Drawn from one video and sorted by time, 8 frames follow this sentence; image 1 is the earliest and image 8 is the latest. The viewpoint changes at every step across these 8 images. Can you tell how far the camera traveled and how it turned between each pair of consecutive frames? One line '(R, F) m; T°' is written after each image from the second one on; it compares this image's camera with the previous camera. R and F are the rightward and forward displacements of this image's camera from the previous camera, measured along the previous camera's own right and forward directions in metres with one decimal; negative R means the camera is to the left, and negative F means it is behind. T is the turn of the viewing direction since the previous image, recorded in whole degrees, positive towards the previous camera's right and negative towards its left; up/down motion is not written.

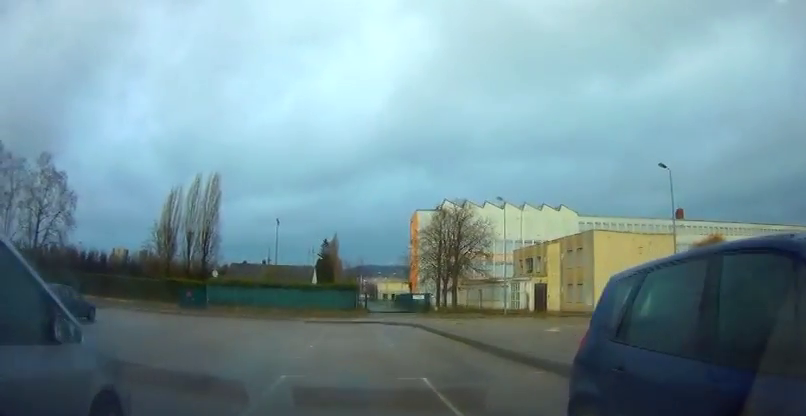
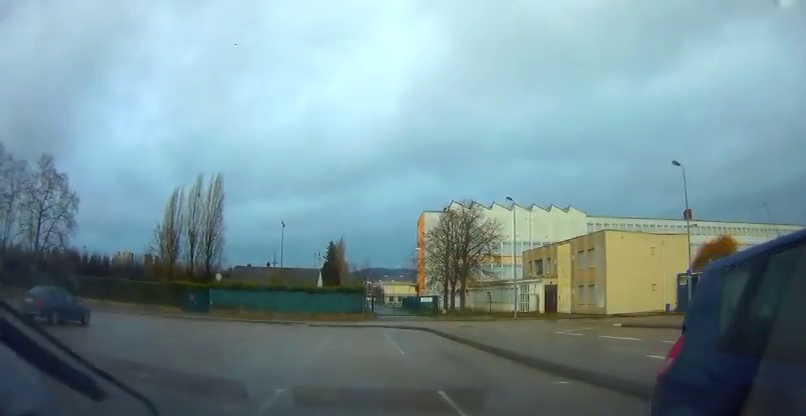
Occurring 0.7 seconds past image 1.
(0.0, +1.3) m; -3°
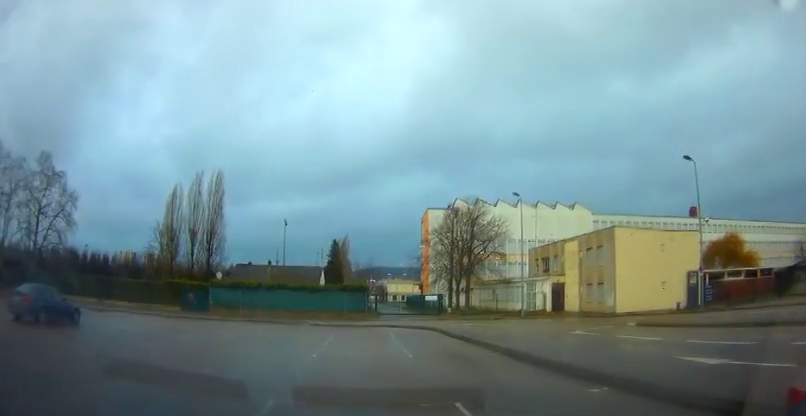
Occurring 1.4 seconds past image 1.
(0.0, +1.1) m; +2°
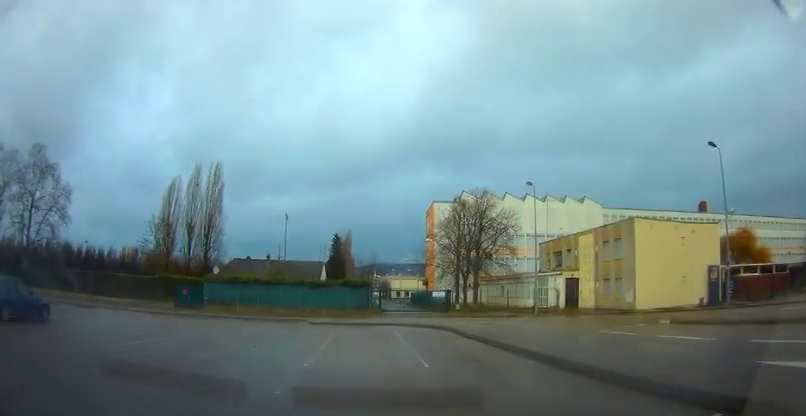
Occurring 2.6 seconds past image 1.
(+0.1, +2.3) m; +3°
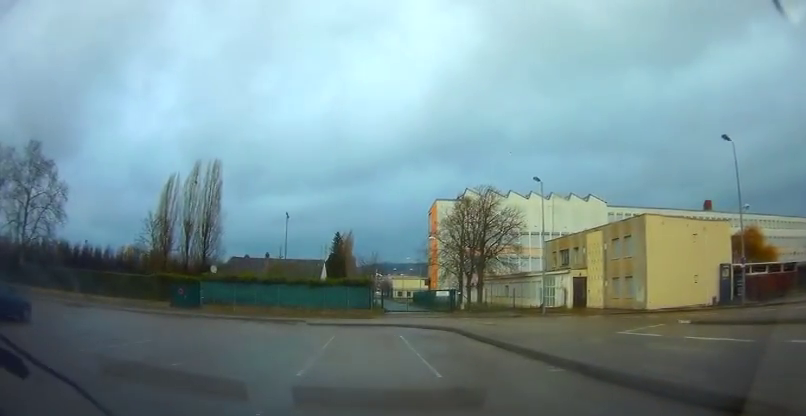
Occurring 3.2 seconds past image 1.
(0.0, +1.3) m; -2°
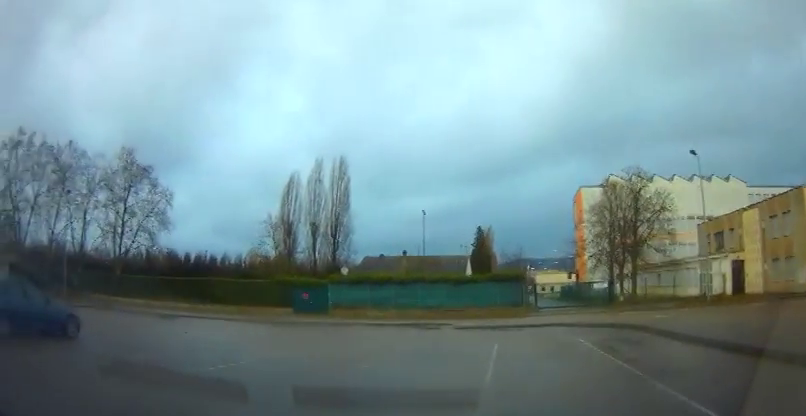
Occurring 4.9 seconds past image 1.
(-0.4, +4.1) m; -19°
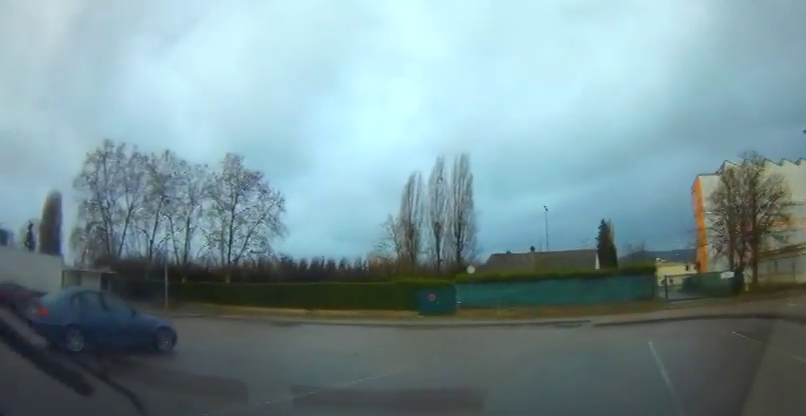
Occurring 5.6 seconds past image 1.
(-0.3, +1.5) m; -15°
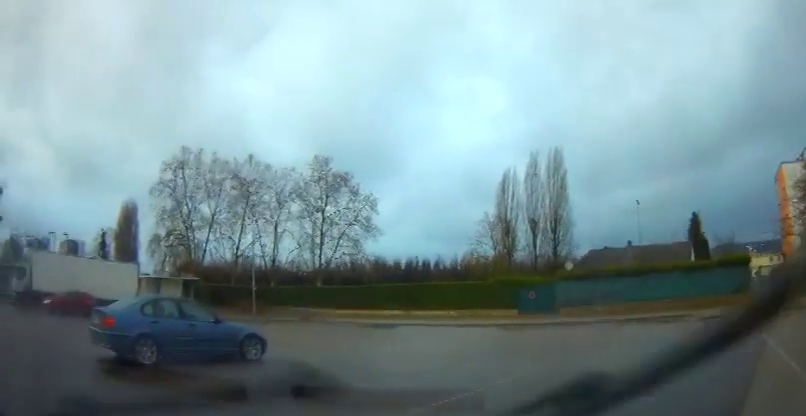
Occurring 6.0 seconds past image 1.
(0.0, +1.0) m; -10°
